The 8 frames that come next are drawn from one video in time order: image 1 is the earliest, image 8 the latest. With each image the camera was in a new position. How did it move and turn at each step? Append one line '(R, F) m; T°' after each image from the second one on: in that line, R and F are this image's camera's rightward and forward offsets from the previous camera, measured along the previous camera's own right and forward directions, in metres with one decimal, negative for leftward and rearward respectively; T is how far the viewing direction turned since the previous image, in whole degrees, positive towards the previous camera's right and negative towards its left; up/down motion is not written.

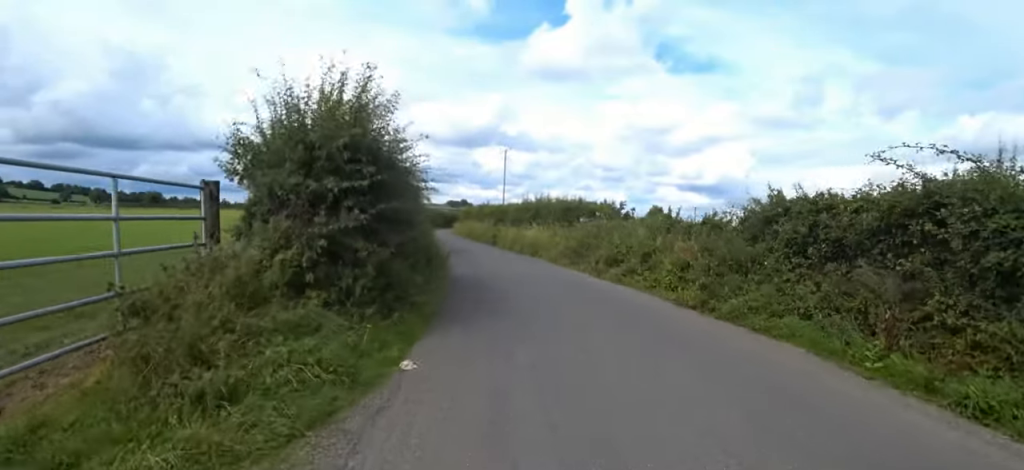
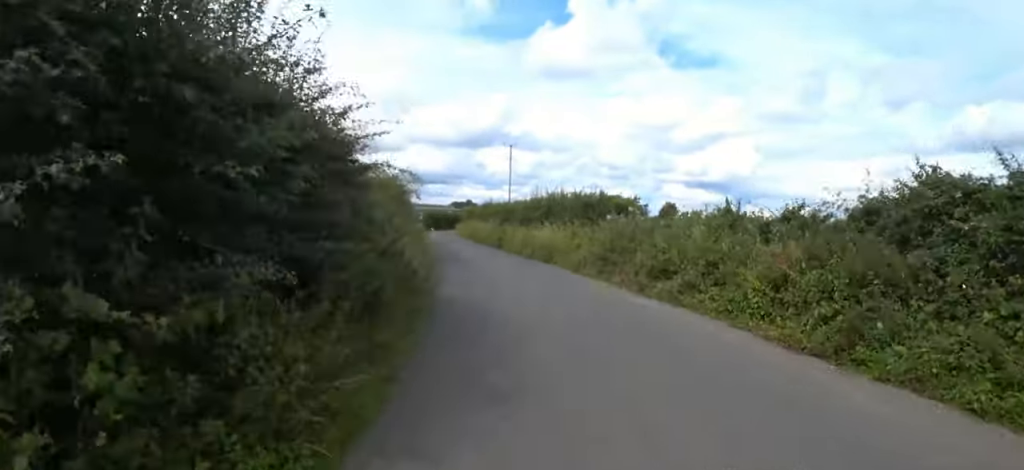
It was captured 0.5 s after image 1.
(+0.1, +3.1) m; +5°
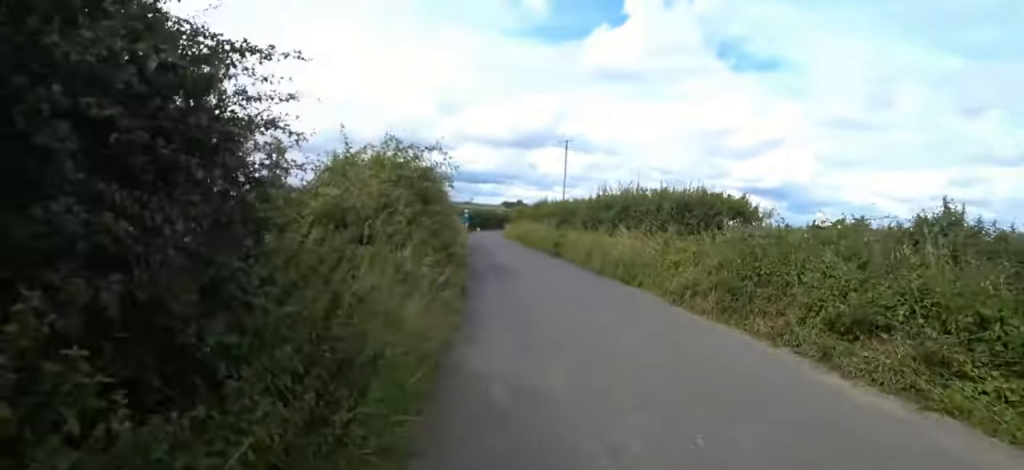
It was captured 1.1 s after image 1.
(+0.2, +3.4) m; -3°
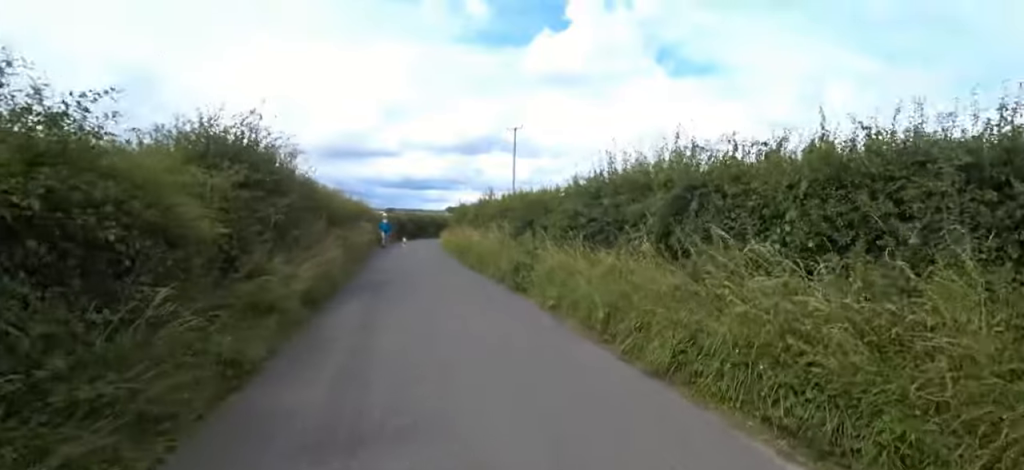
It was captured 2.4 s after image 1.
(-0.8, +7.2) m; -6°
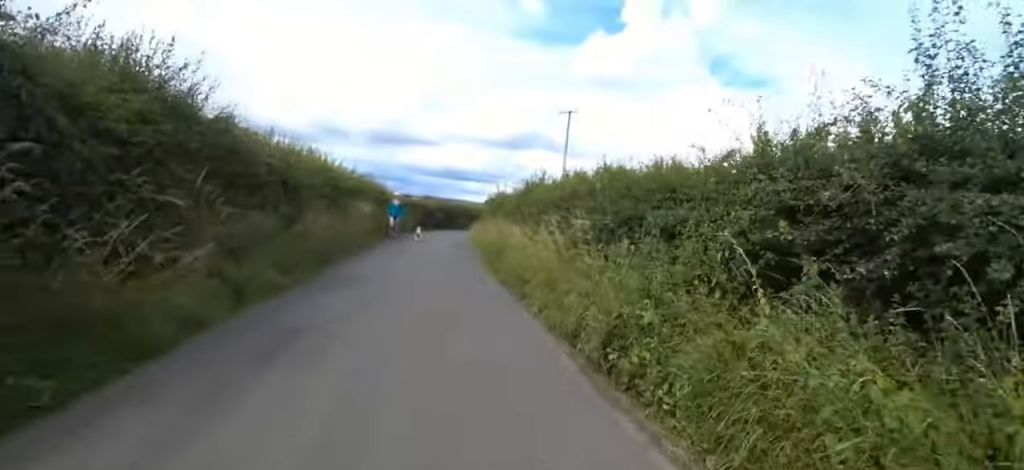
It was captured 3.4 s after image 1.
(+0.4, +5.2) m; 0°
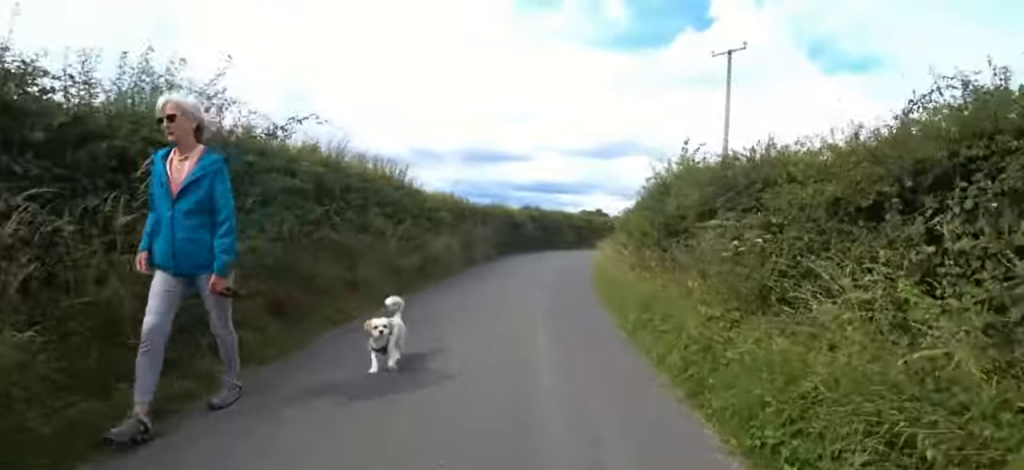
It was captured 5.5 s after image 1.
(-1.3, +11.1) m; -9°
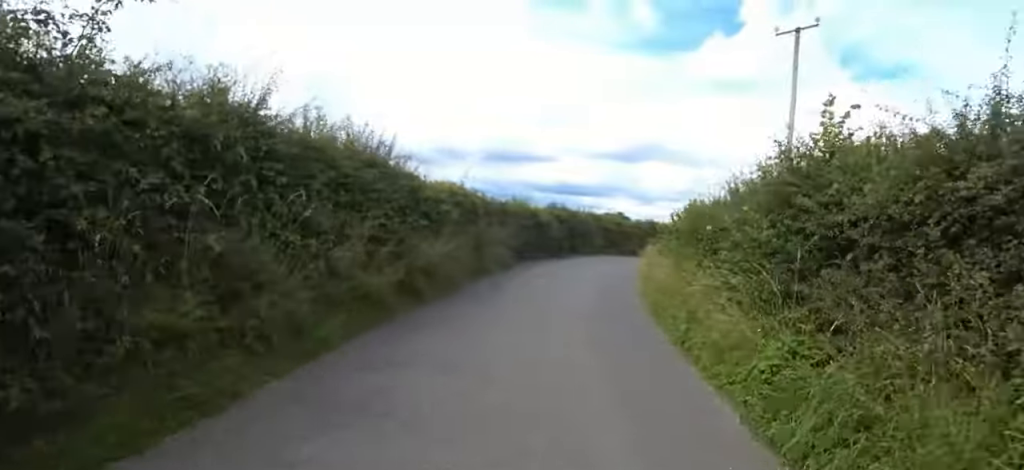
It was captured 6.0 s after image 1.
(0.0, +2.8) m; 0°
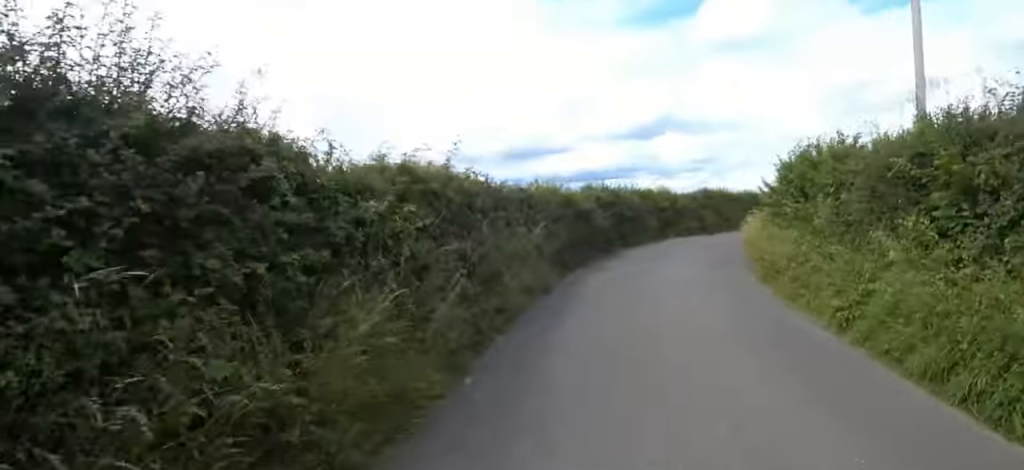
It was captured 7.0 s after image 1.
(0.0, +4.9) m; 0°
